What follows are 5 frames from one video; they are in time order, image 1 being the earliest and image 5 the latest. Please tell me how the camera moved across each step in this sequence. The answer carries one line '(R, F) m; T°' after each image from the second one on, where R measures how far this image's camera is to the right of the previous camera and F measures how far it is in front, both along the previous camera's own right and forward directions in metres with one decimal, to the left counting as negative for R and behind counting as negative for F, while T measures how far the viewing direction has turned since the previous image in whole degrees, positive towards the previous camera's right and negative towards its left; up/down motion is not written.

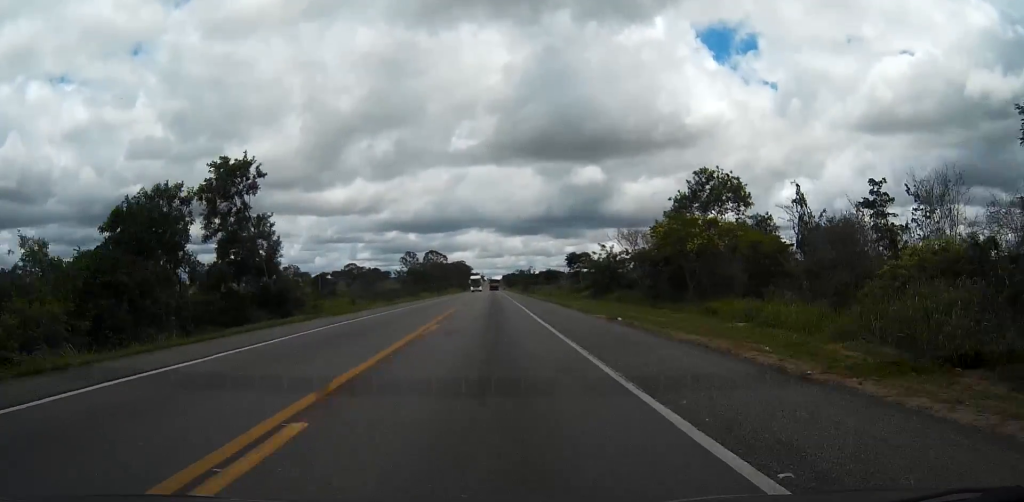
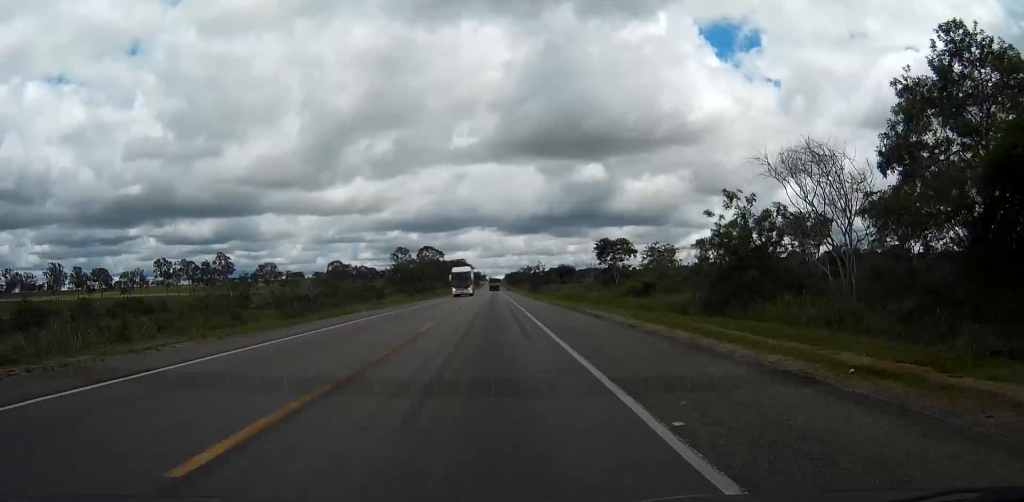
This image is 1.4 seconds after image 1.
(0.0, +48.4) m; 0°
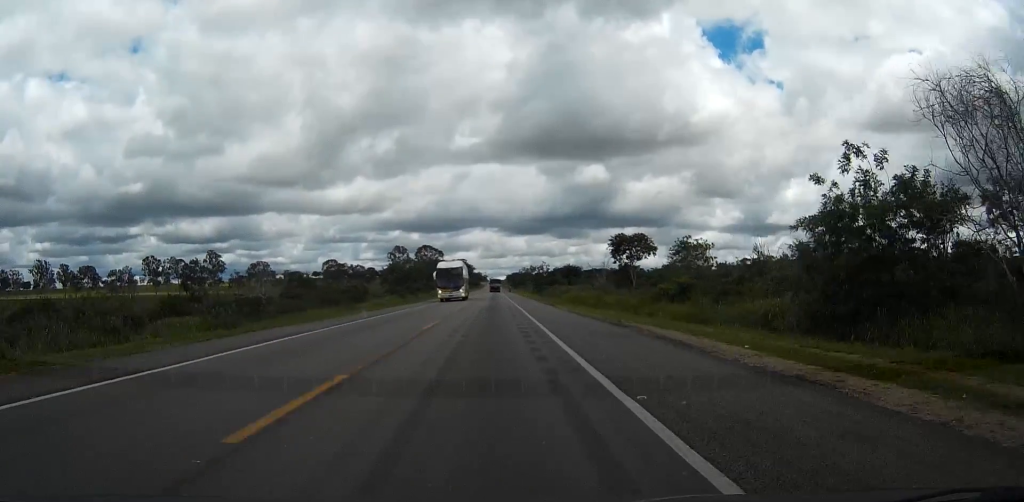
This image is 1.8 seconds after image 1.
(+0.1, +14.8) m; 0°
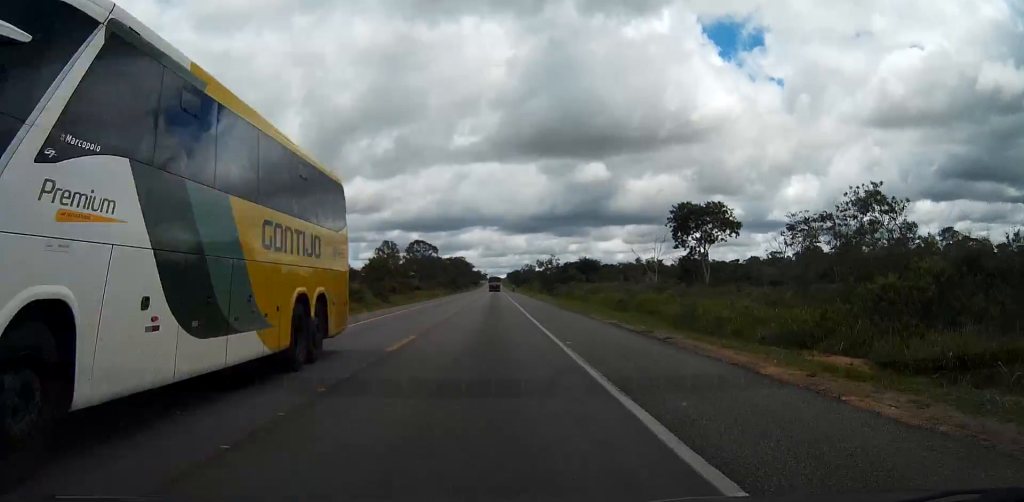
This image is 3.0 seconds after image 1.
(-0.3, +38.9) m; 0°
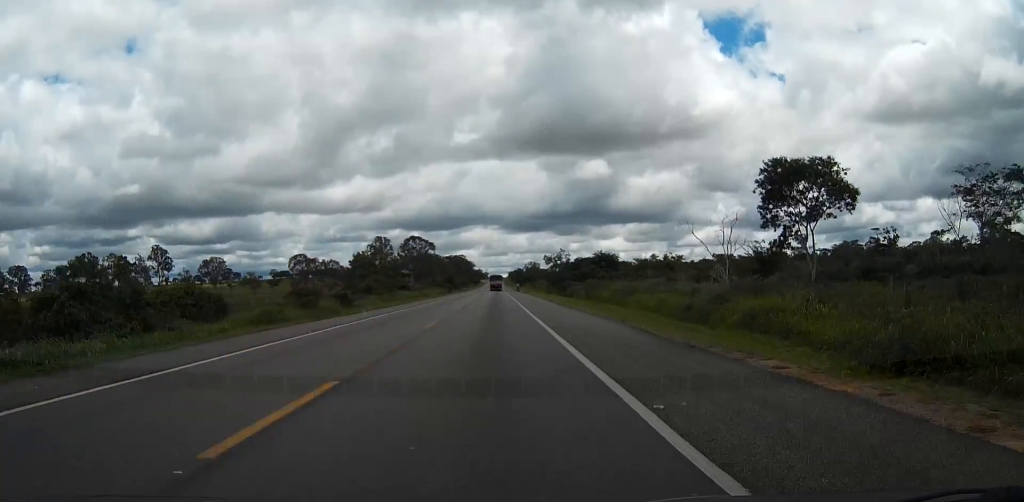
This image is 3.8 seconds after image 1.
(0.0, +25.2) m; 0°
